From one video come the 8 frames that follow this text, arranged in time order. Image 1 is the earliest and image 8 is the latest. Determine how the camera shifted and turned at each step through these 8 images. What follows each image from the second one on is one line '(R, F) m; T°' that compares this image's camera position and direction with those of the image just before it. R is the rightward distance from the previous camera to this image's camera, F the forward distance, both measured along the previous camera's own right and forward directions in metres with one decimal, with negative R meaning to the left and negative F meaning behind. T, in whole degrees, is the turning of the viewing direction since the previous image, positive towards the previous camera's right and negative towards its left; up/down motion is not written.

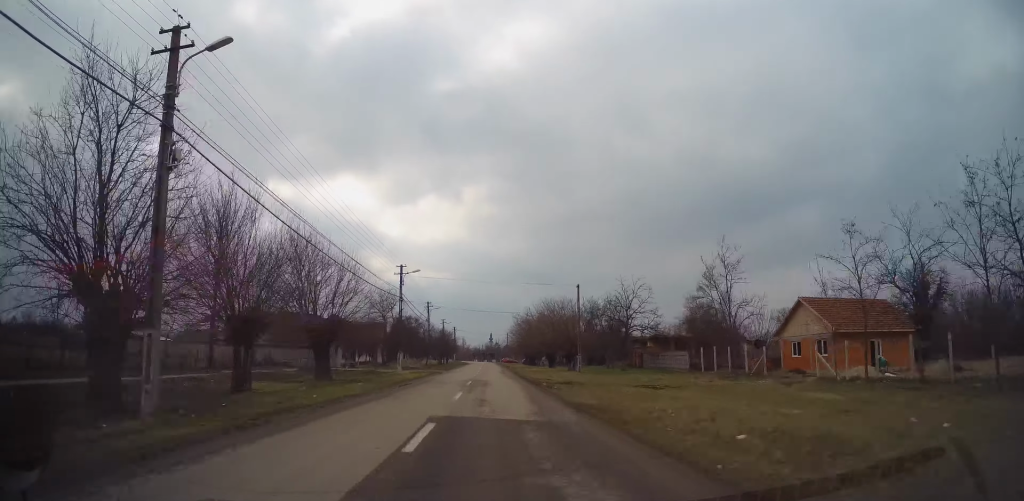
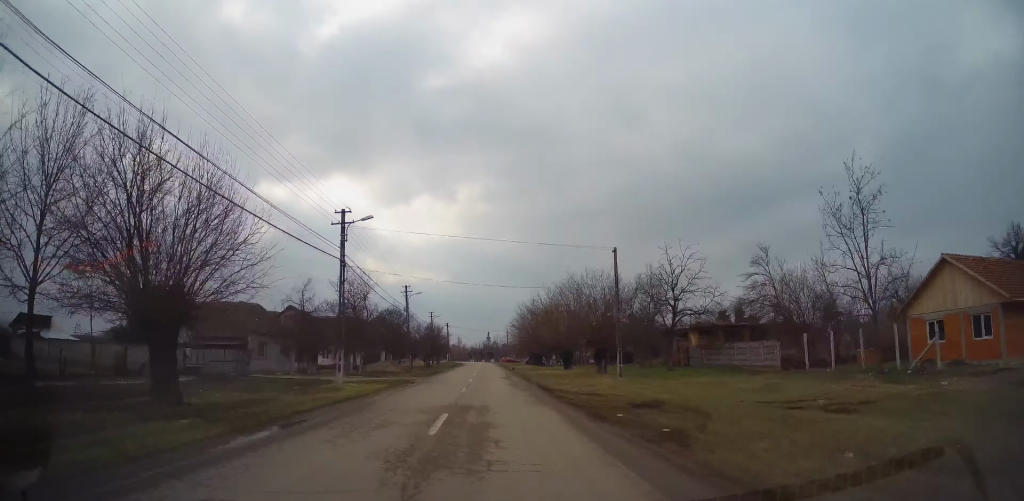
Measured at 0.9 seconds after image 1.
(-0.3, +15.8) m; -1°
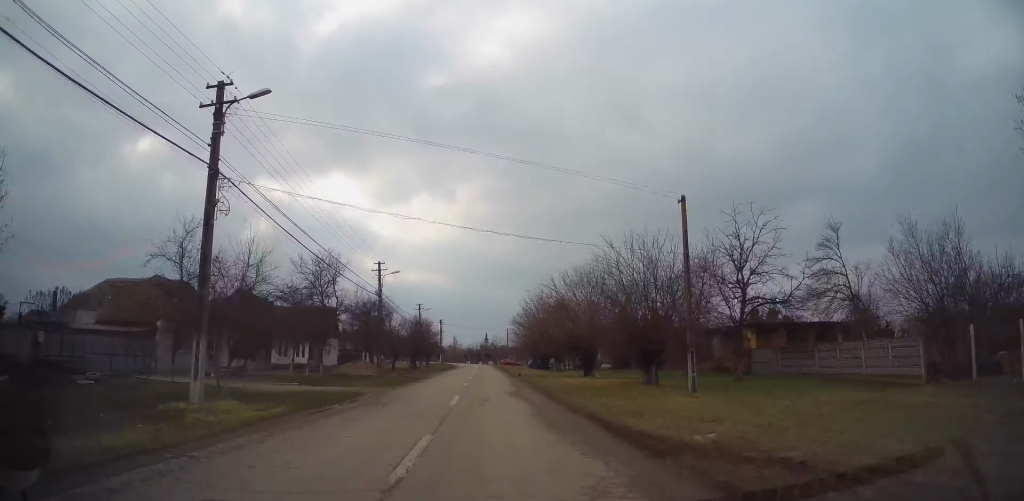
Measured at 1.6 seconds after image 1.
(-0.2, +12.2) m; +1°
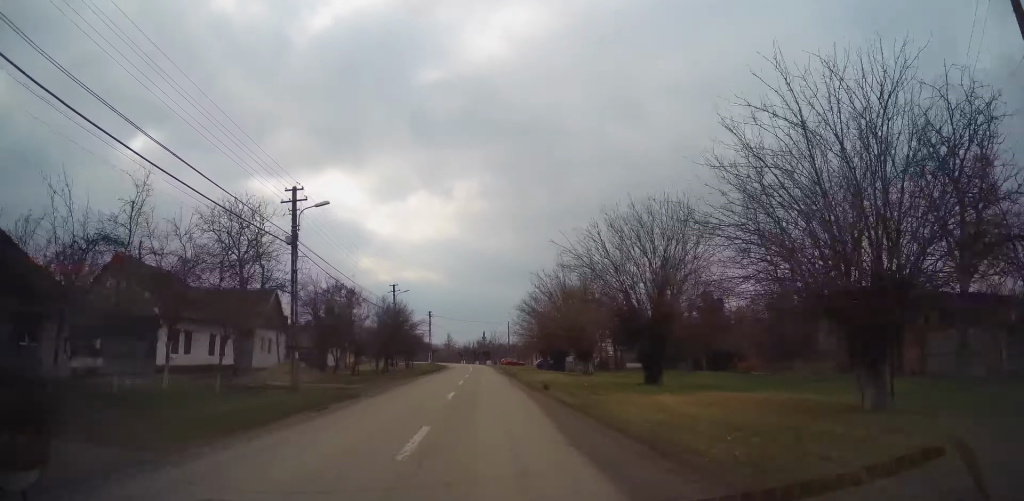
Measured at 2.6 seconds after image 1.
(+0.7, +16.8) m; +1°
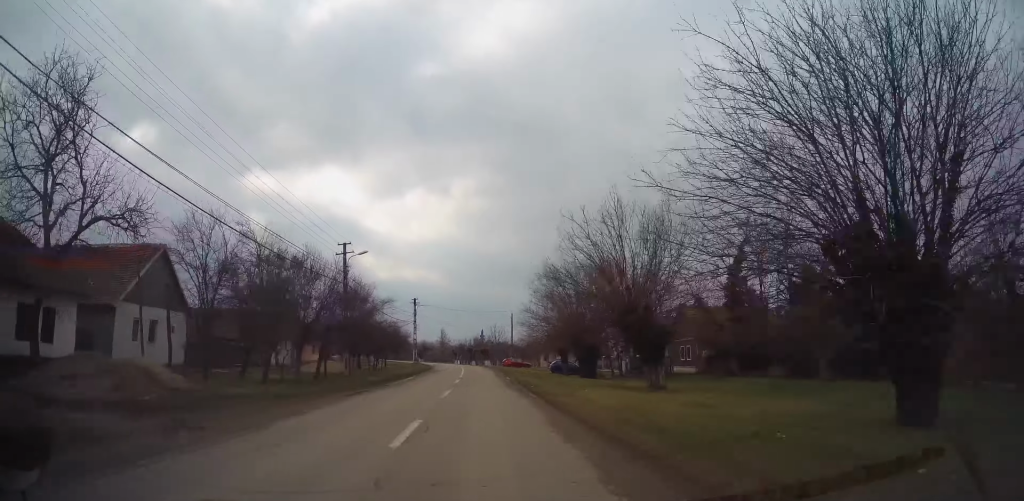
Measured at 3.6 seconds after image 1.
(-0.5, +17.0) m; 0°
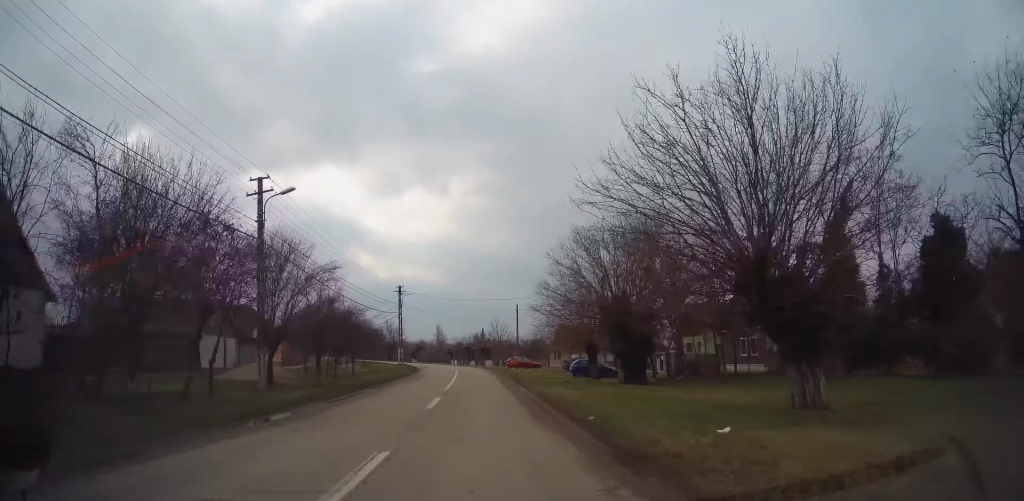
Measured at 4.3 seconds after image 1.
(+0.3, +12.6) m; +1°
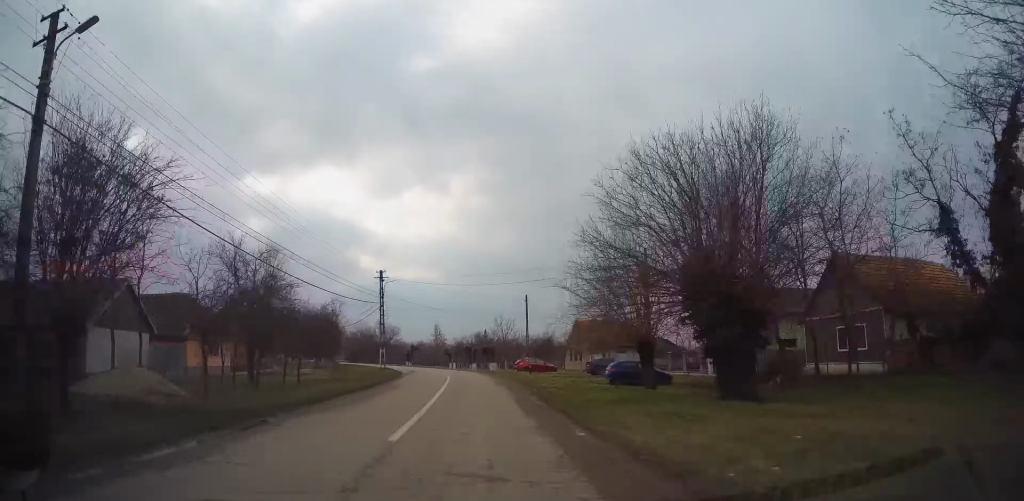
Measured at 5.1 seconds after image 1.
(0.0, +12.1) m; 0°
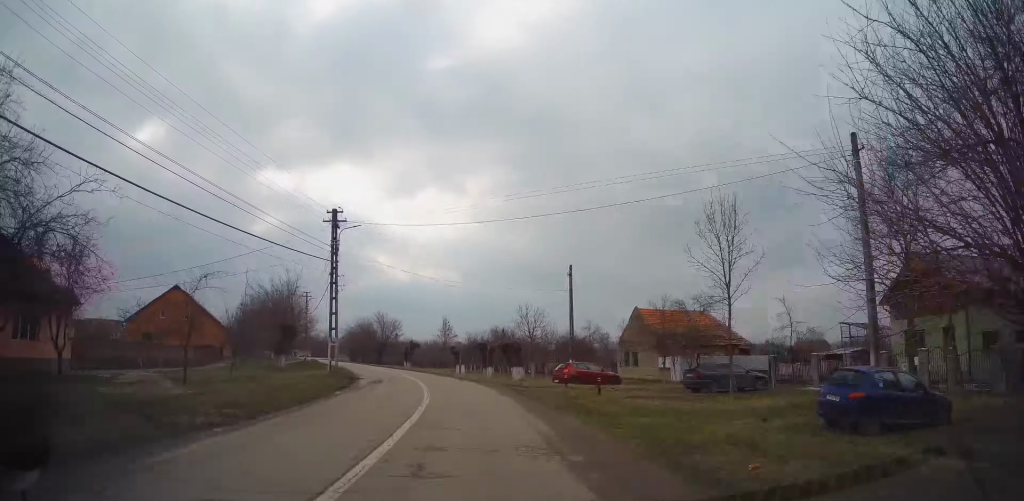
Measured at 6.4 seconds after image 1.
(-0.2, +20.2) m; -3°
